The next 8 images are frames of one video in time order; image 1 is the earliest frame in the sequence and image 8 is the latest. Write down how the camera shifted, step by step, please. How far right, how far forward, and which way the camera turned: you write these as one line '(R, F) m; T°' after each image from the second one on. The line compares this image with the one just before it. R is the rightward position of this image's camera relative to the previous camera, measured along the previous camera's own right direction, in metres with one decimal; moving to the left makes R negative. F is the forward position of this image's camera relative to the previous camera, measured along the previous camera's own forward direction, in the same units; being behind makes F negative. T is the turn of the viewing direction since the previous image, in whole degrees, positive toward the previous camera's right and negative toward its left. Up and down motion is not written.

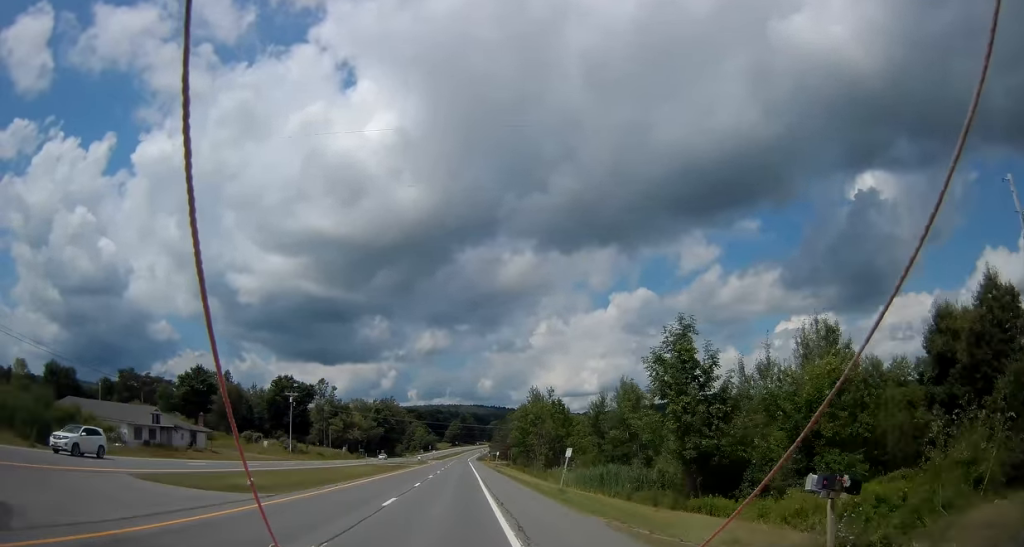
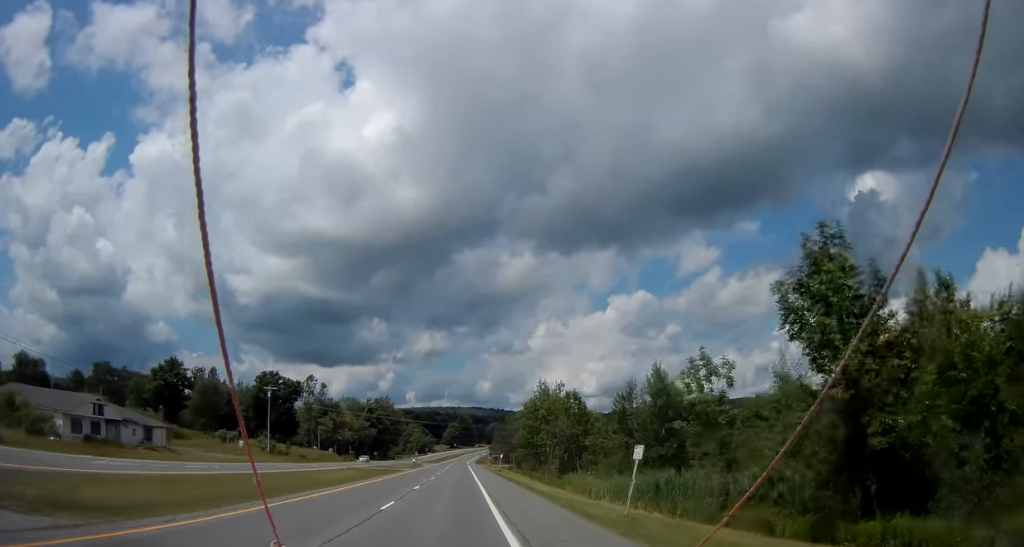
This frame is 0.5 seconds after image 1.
(-0.2, +12.6) m; -1°
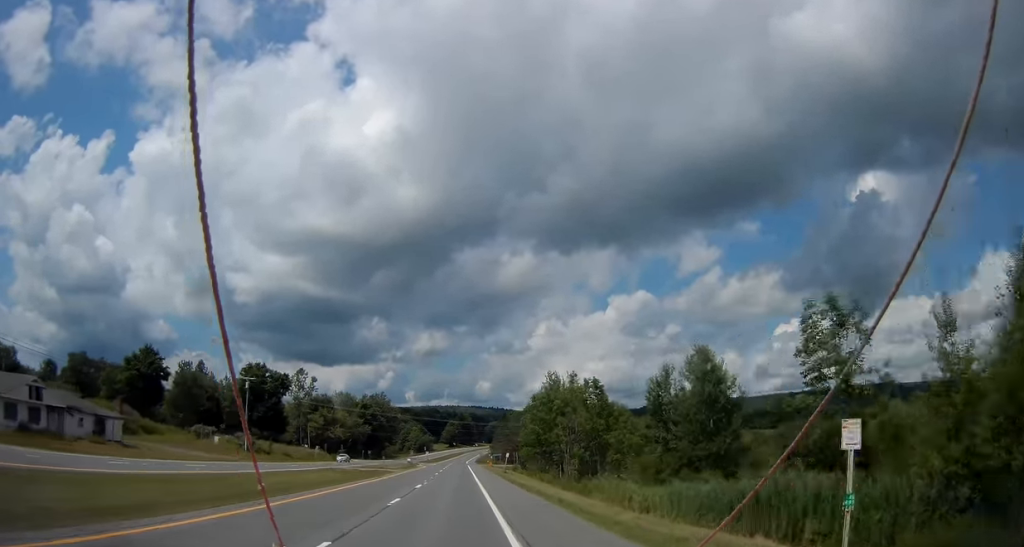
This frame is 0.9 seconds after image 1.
(0.0, +10.9) m; 0°
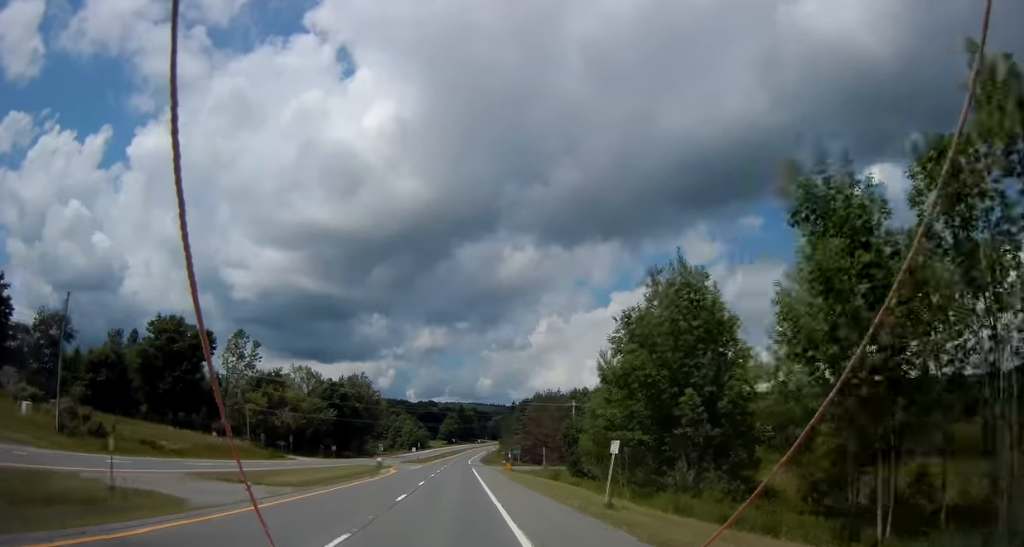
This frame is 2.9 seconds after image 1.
(0.0, +48.2) m; 0°
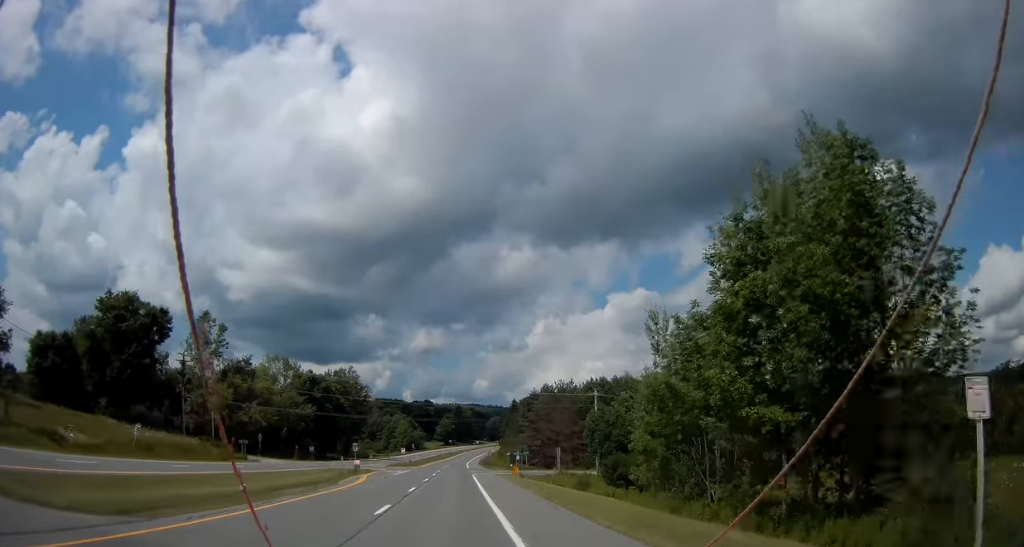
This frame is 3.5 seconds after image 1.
(0.0, +16.4) m; +1°
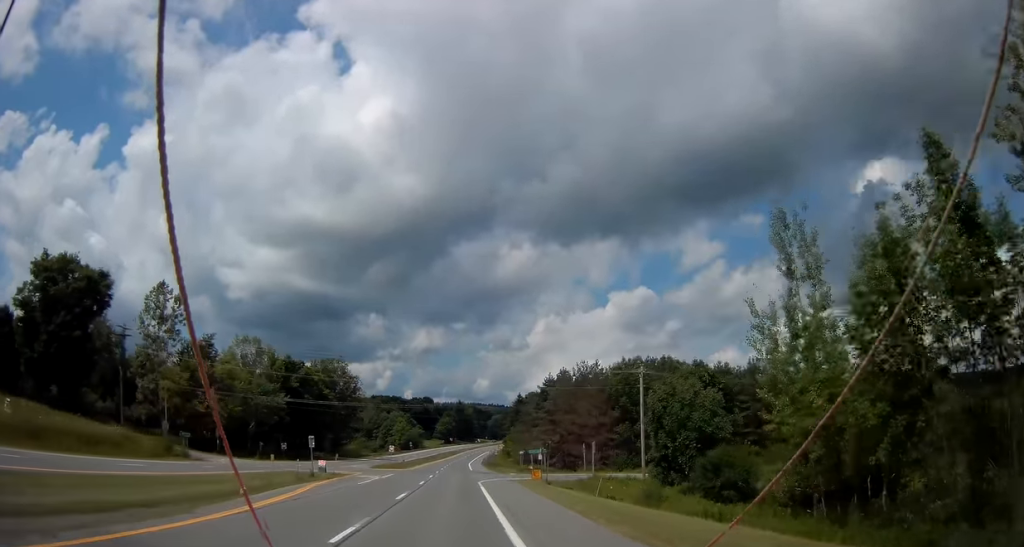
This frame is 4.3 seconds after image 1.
(+0.2, +17.9) m; 0°
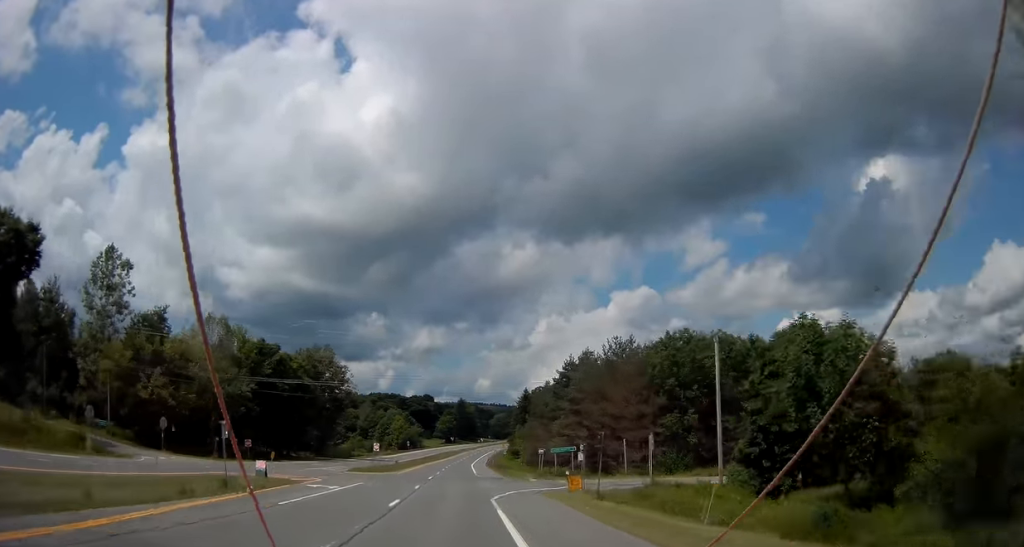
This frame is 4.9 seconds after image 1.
(+0.1, +16.2) m; 0°
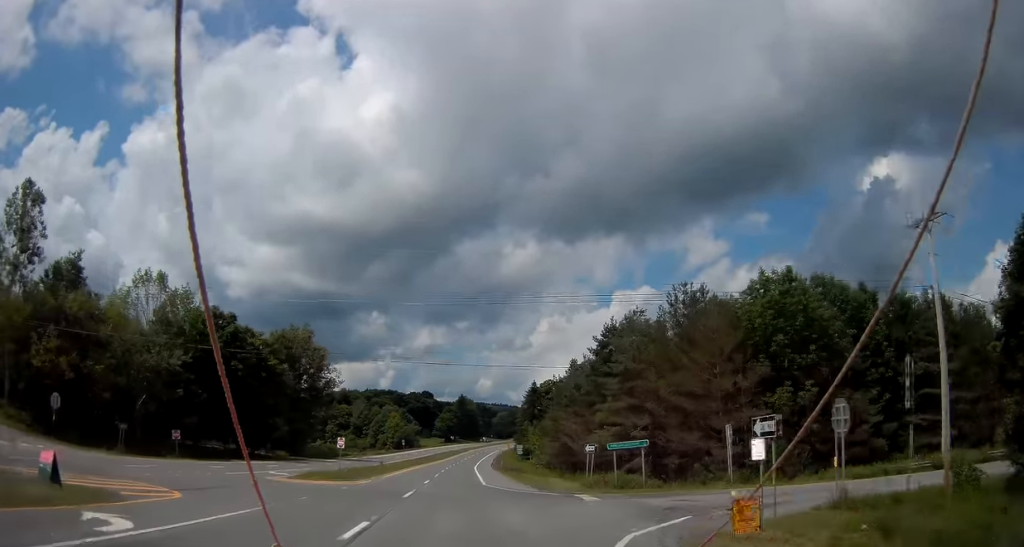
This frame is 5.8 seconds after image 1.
(-0.3, +20.1) m; -1°
